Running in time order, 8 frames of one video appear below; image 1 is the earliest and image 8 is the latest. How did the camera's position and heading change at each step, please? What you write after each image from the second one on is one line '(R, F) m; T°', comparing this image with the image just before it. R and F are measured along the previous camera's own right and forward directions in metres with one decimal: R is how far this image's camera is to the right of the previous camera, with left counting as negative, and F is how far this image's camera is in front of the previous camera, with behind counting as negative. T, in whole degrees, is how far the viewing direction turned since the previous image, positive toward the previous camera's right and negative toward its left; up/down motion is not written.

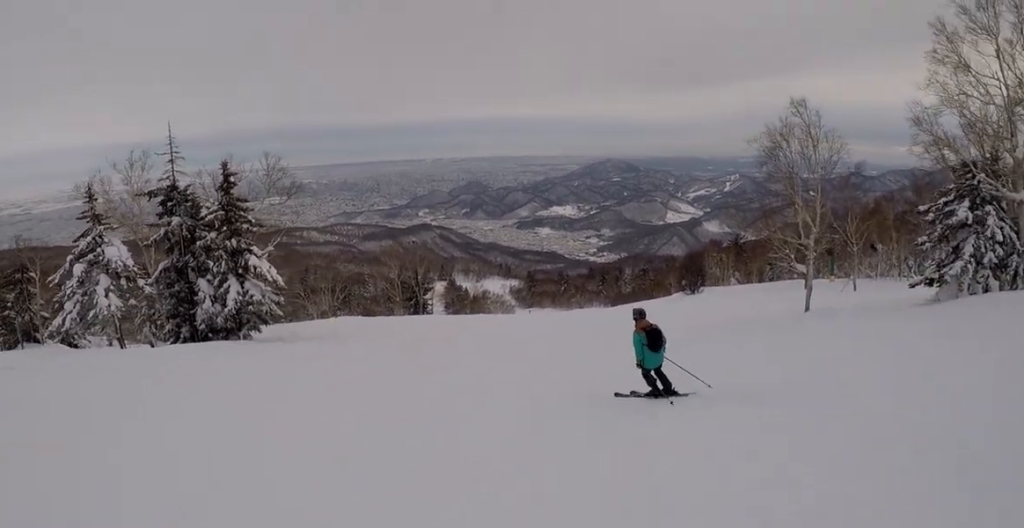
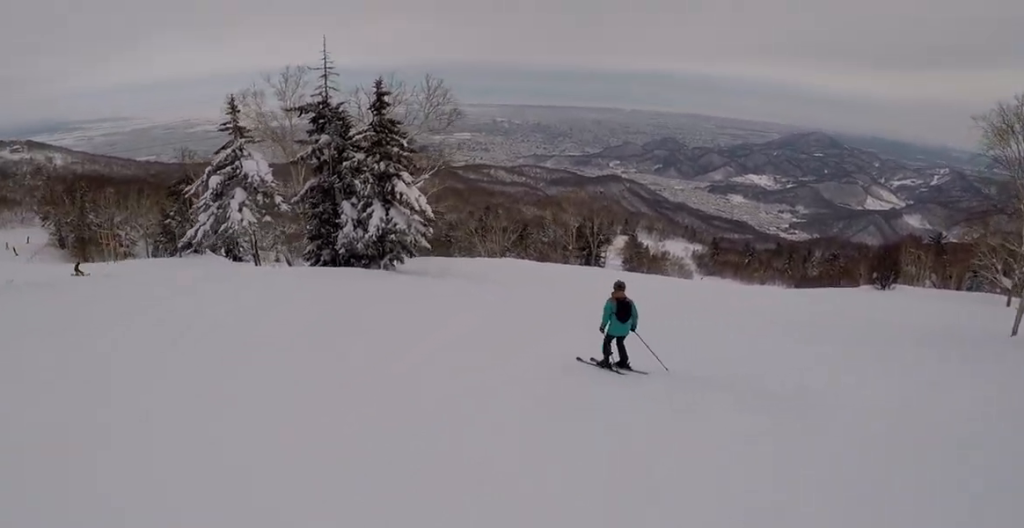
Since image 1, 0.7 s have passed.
(+0.5, +3.4) m; -3°
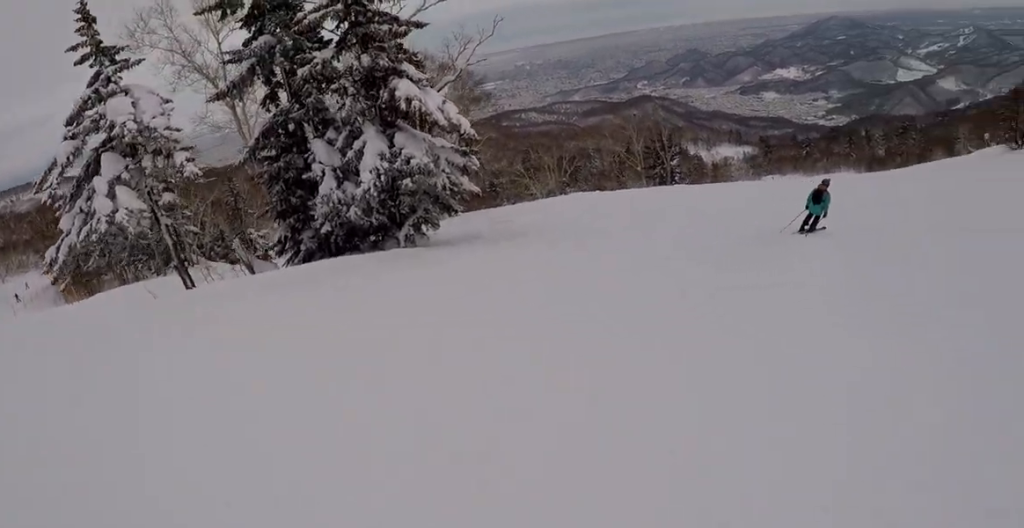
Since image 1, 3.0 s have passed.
(-3.3, +14.2) m; -2°
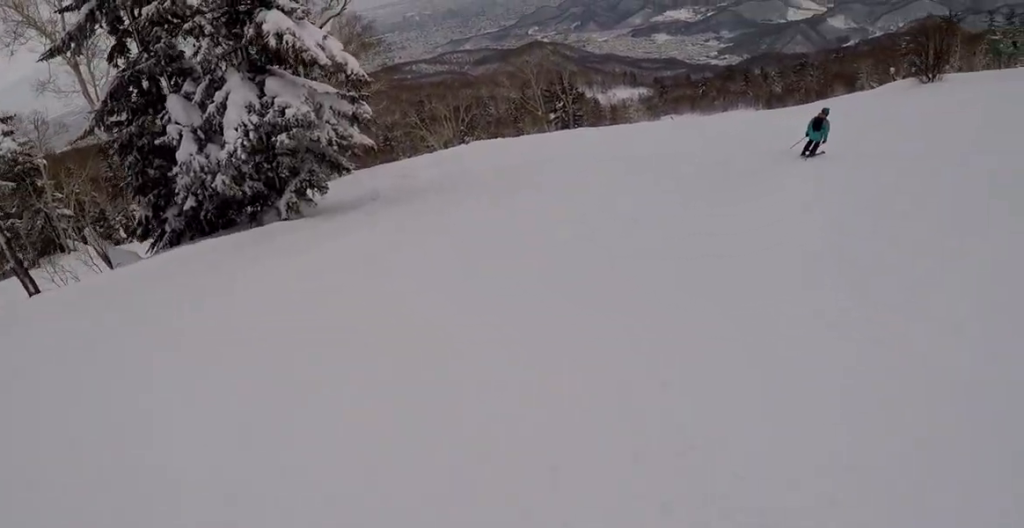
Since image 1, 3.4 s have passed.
(-0.4, +2.8) m; +9°
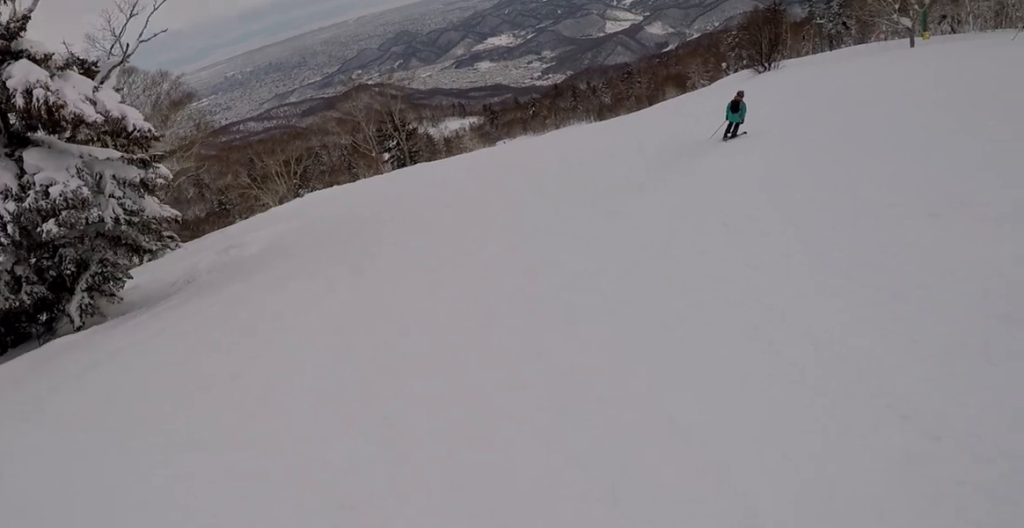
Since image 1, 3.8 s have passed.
(+0.5, +2.7) m; +11°
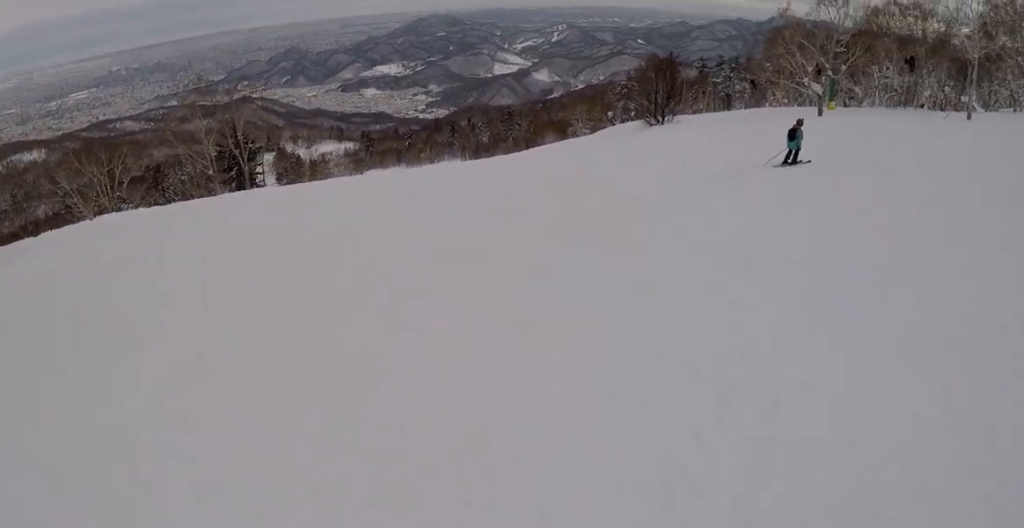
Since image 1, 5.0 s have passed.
(+2.8, +8.2) m; +33°
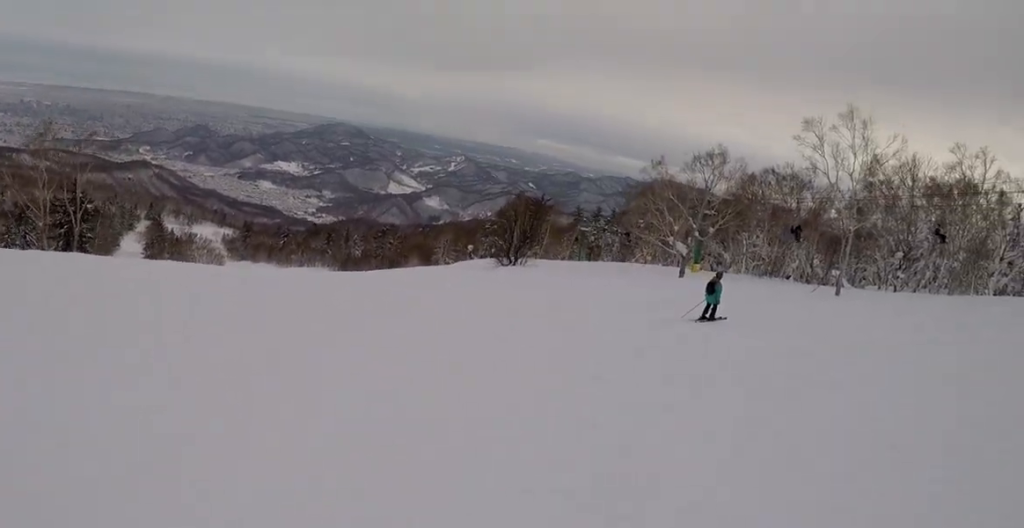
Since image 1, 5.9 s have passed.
(+0.9, +5.8) m; +9°
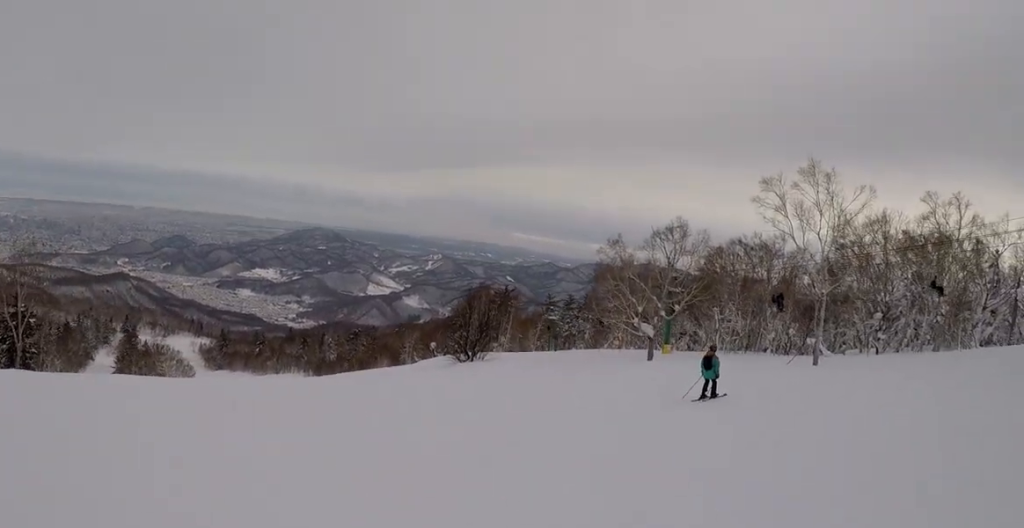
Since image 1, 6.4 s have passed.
(+0.8, +3.8) m; -4°
